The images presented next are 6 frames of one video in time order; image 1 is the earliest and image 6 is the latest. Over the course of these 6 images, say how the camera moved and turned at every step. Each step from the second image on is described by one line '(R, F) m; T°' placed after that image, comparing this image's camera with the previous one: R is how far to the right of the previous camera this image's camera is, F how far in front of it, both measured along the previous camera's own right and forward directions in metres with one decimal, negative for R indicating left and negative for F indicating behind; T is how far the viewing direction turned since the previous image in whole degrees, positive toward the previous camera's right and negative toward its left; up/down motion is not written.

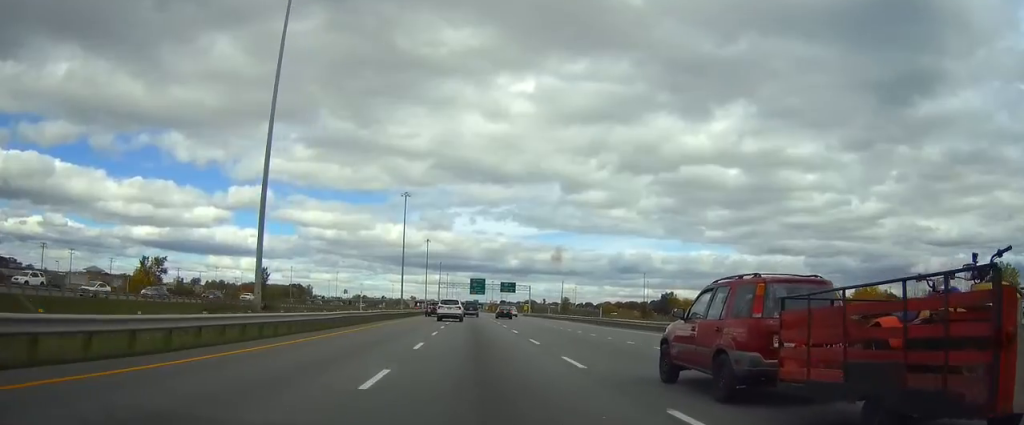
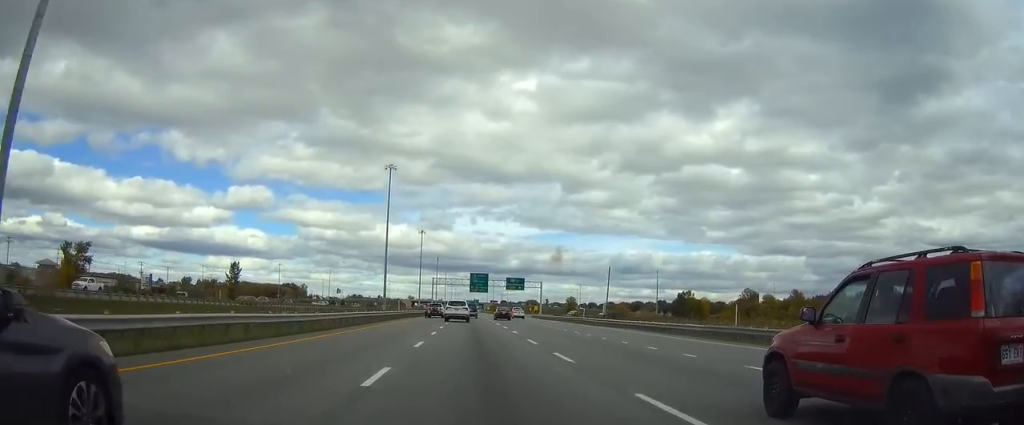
(0.0, +35.6) m; 0°
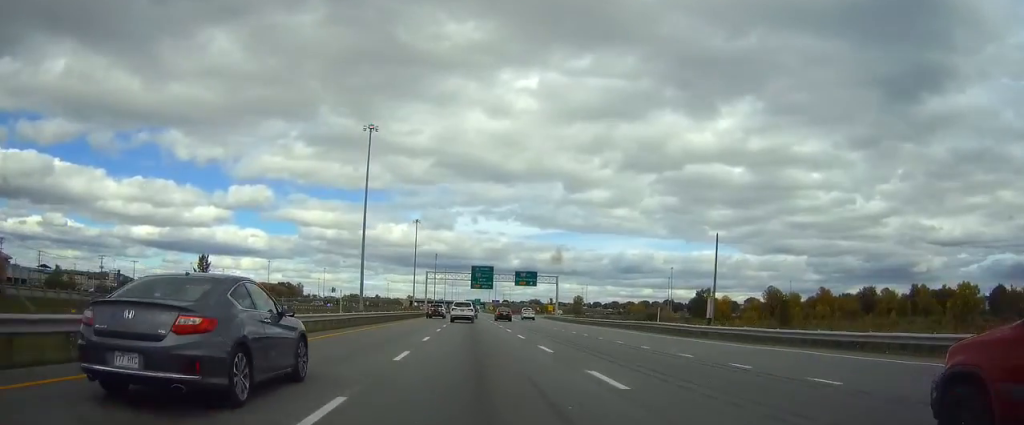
(0.0, +31.6) m; 0°
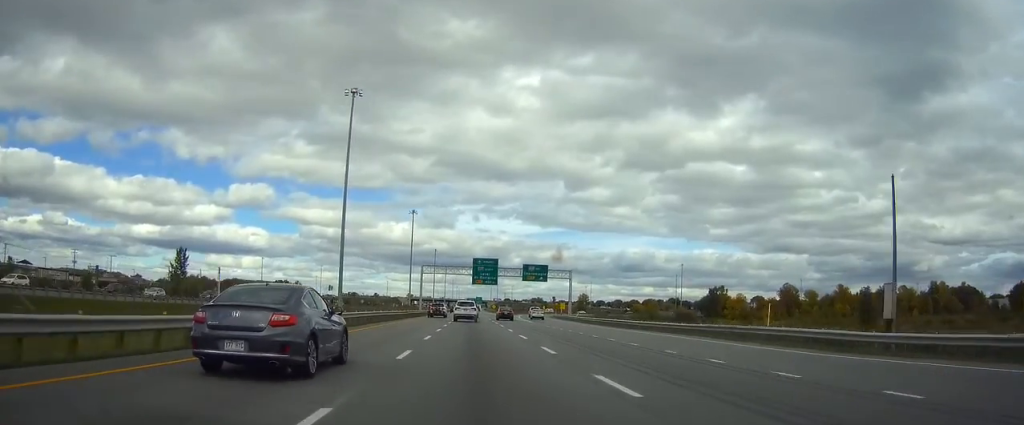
(0.0, +18.8) m; 0°
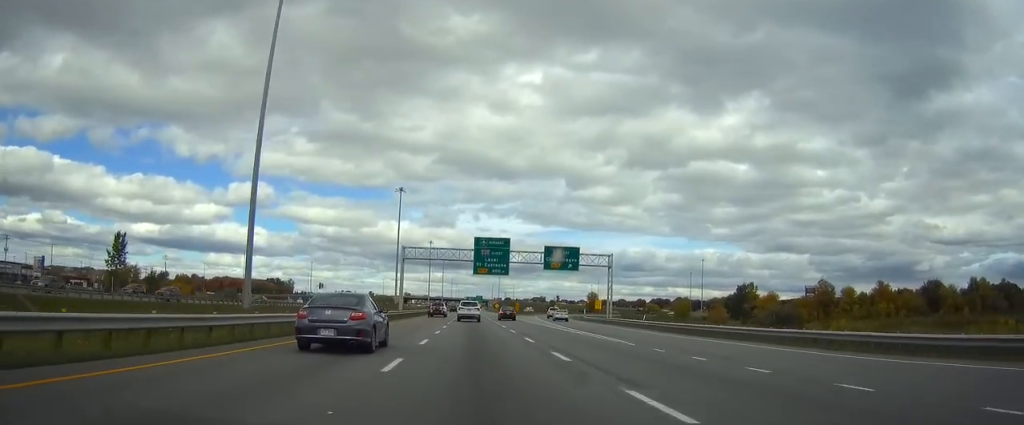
(0.0, +38.5) m; 0°
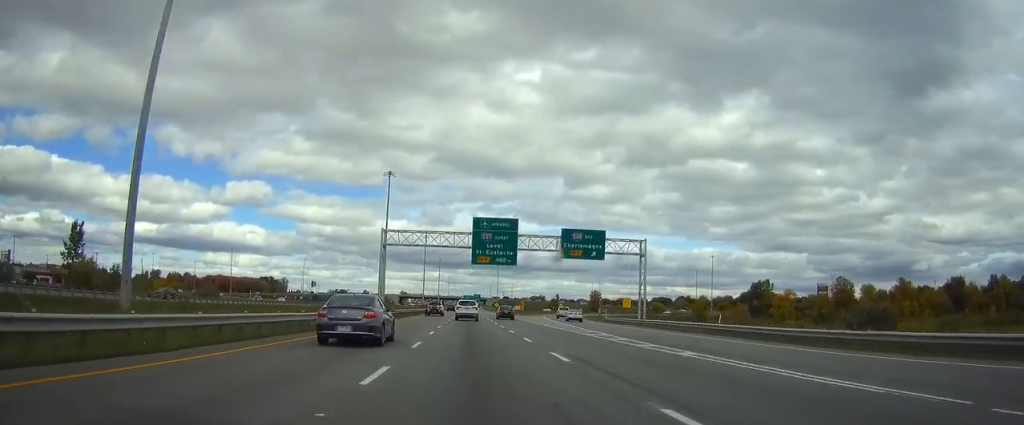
(0.0, +19.7) m; 0°
